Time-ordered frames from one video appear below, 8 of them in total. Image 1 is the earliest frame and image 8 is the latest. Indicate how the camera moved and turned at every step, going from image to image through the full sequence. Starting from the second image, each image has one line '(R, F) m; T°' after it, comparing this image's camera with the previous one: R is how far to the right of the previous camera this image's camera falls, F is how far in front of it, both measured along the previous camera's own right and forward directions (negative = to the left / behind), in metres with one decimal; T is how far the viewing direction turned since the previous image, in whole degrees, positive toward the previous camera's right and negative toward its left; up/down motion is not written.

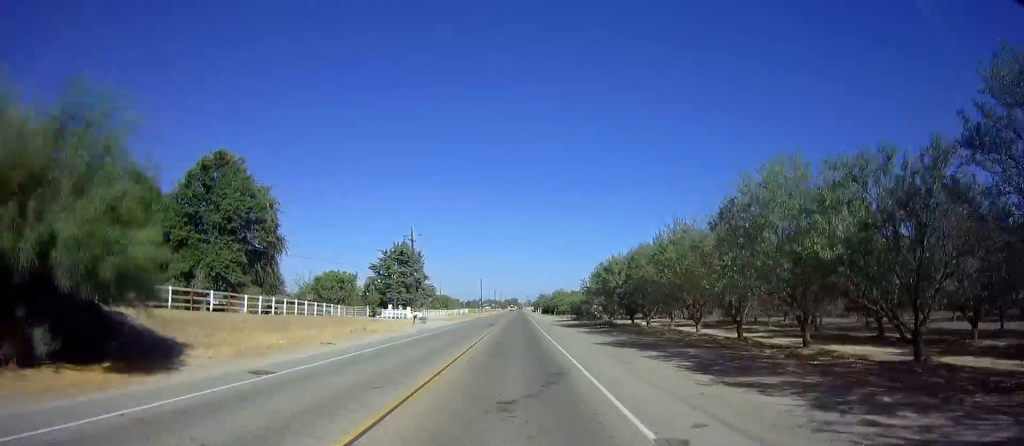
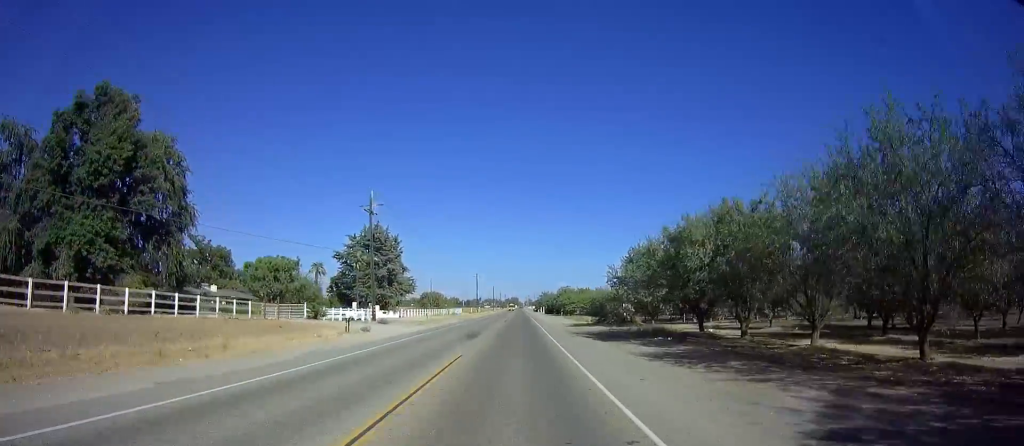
(+0.1, +20.0) m; 0°
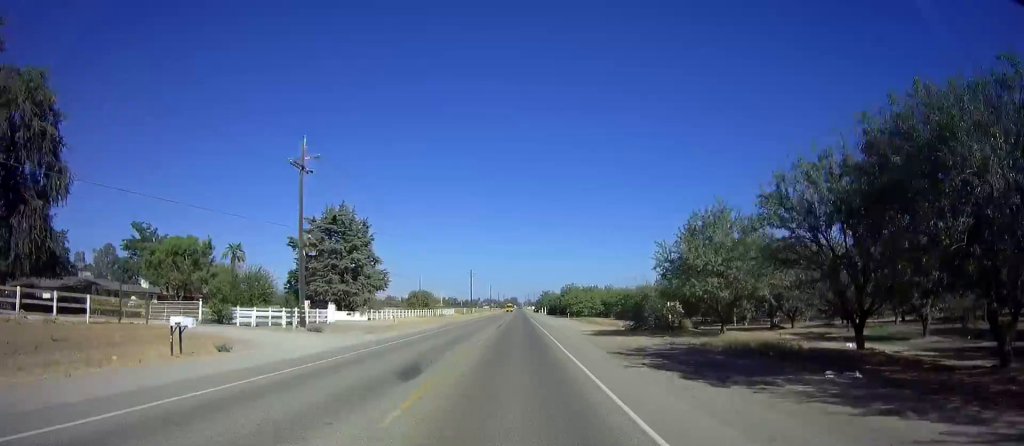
(+0.1, +16.6) m; 0°
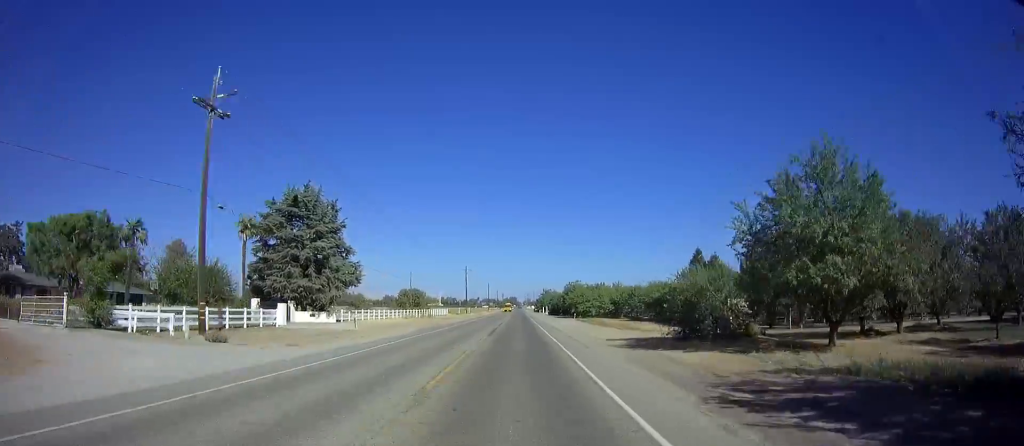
(0.0, +11.3) m; 0°
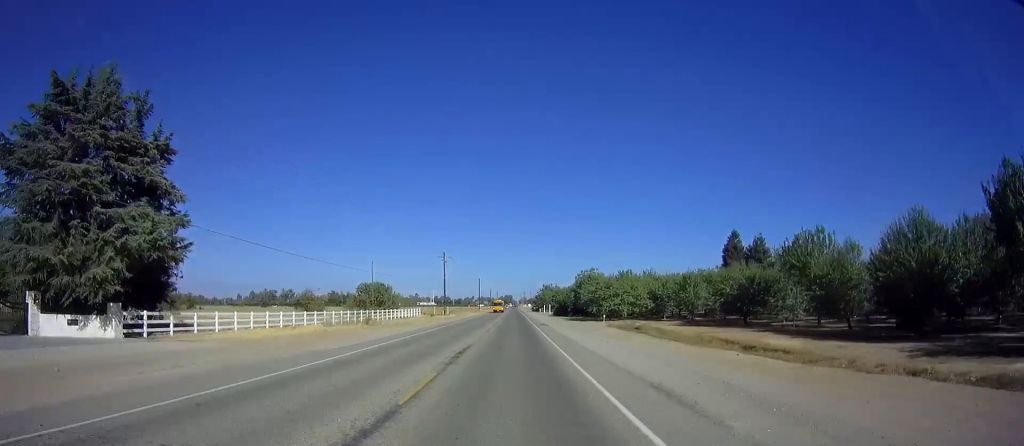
(0.0, +31.3) m; 0°
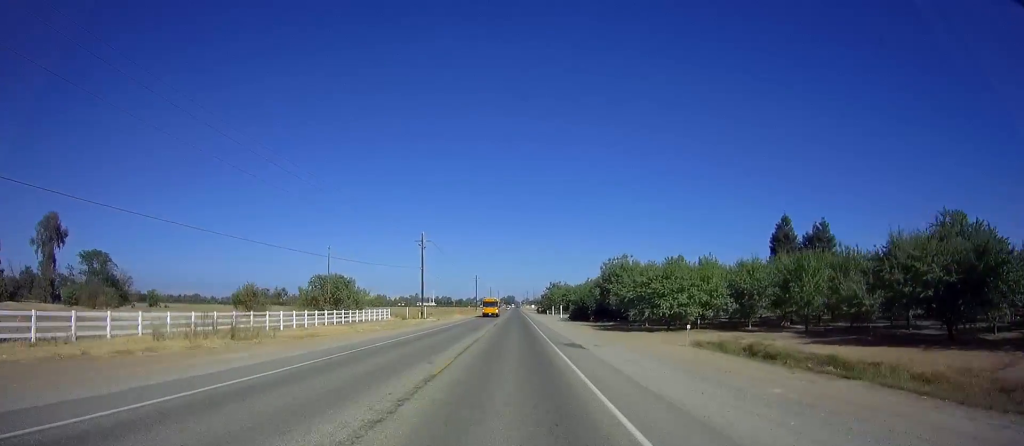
(-0.2, +25.0) m; 0°
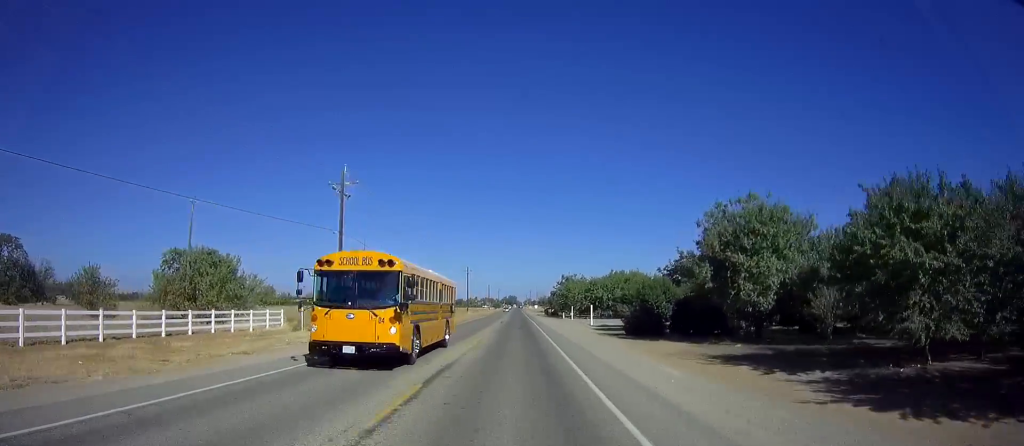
(+0.3, +35.0) m; 0°
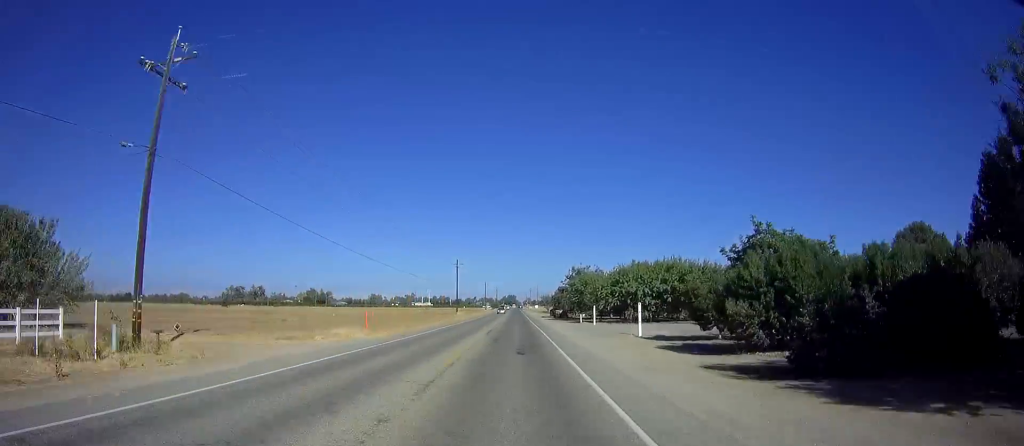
(0.0, +22.0) m; 0°
